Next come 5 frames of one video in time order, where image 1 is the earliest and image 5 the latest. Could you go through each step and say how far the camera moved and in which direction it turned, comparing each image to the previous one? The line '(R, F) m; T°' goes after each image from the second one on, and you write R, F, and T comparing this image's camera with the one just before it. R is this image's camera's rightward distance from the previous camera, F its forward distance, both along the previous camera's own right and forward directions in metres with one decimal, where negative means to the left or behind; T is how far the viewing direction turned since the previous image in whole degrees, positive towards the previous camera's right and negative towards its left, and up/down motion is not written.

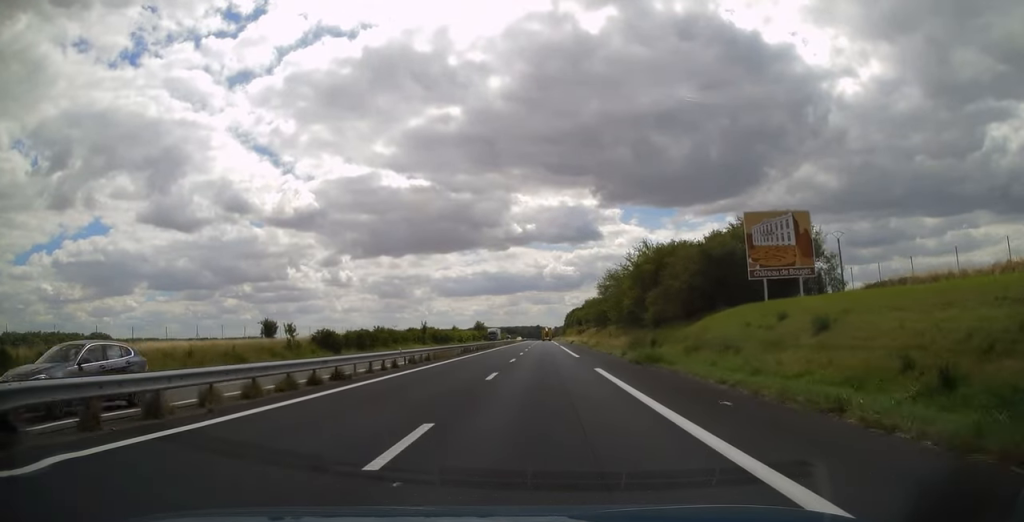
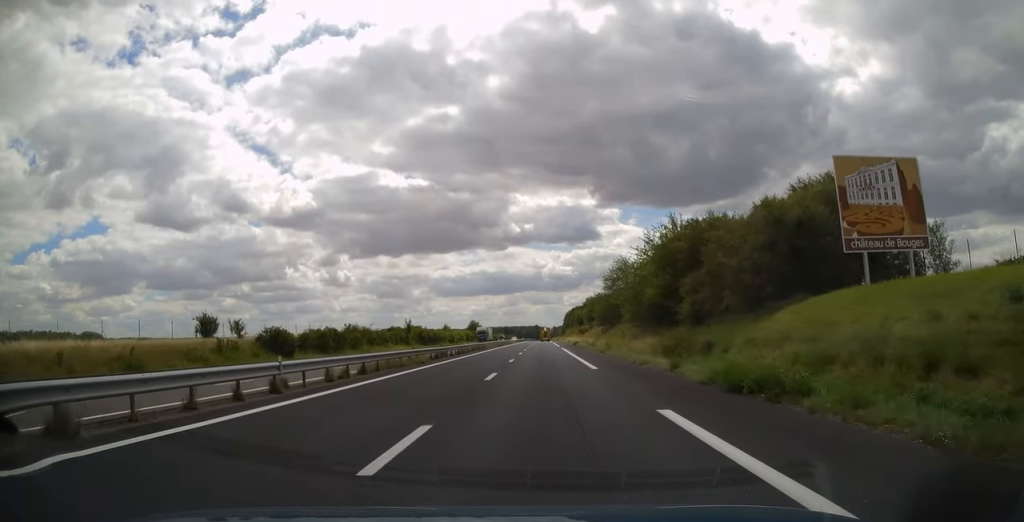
(0.0, +12.8) m; 0°
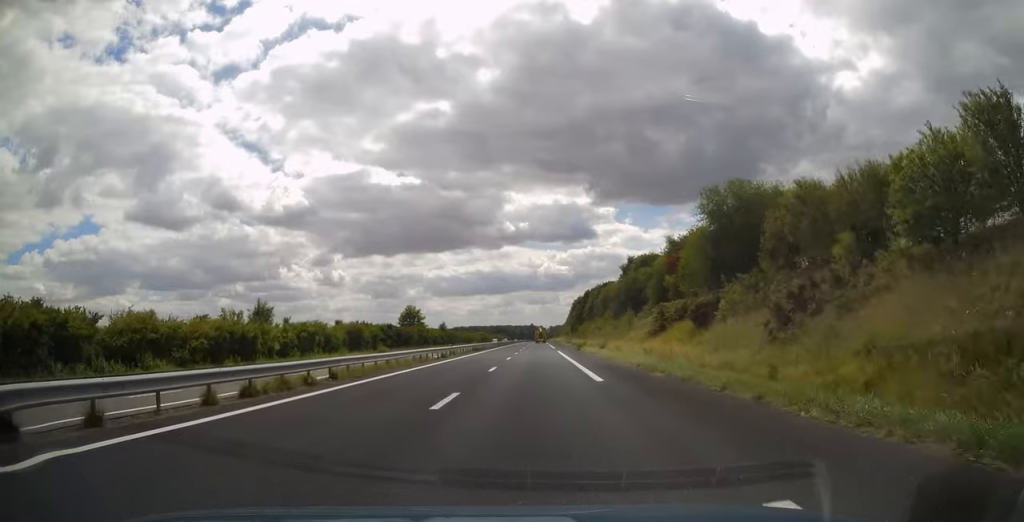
(+0.1, +108.2) m; 0°
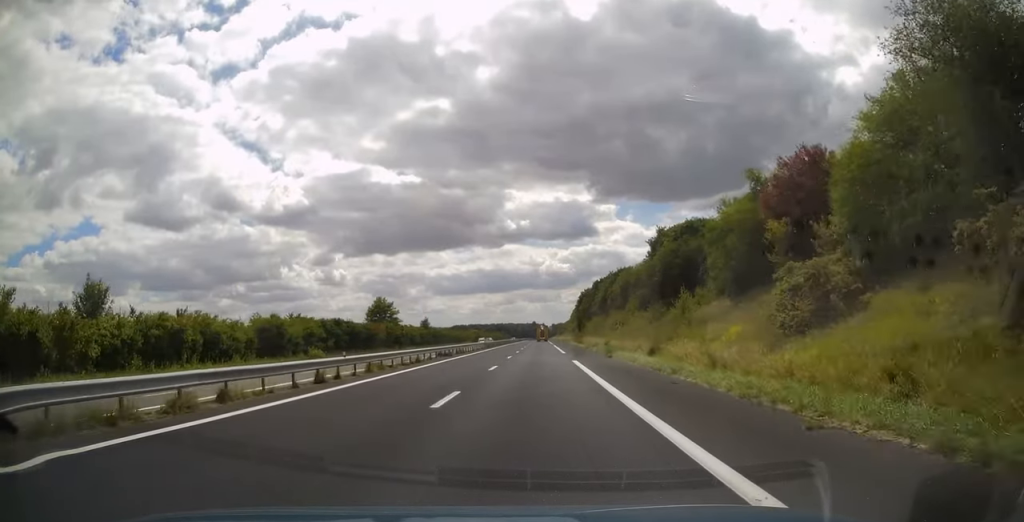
(0.0, +25.1) m; 0°
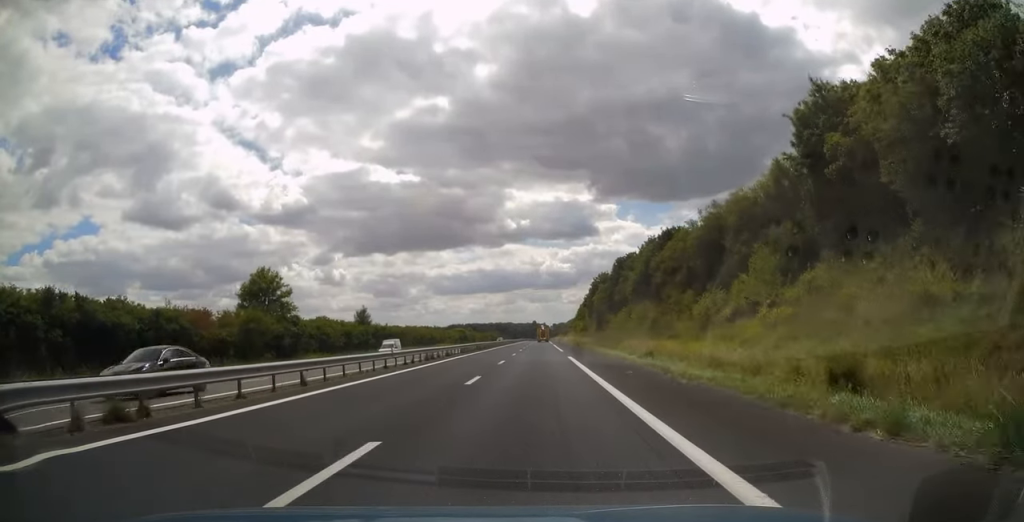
(-0.3, +45.3) m; -1°
